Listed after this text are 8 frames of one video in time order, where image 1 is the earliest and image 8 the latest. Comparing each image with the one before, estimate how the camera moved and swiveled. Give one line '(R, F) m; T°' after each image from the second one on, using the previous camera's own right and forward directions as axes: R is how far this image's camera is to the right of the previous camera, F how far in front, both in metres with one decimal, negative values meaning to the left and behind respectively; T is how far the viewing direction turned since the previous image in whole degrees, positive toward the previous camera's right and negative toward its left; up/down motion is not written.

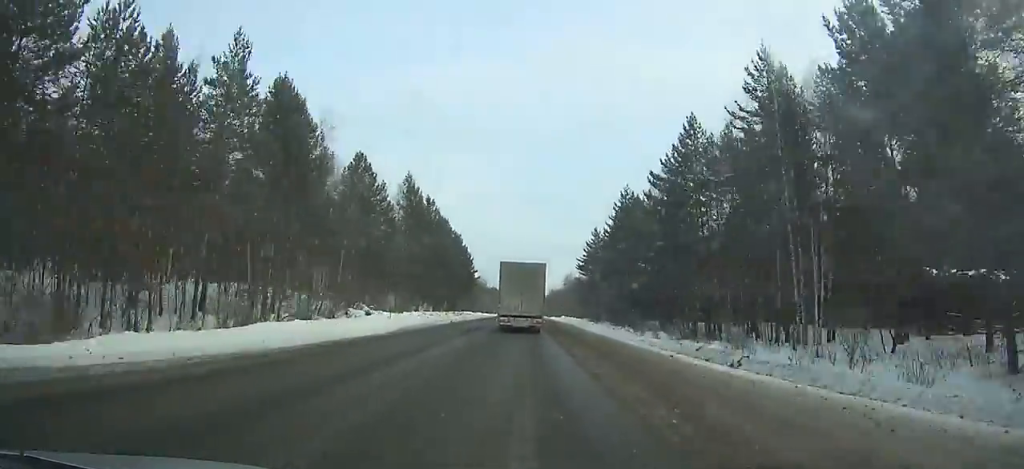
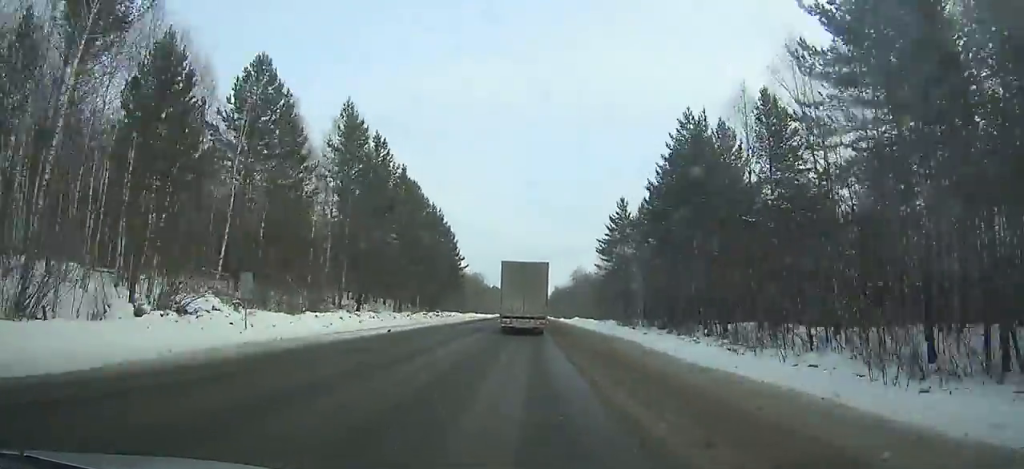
(0.0, +27.4) m; 0°
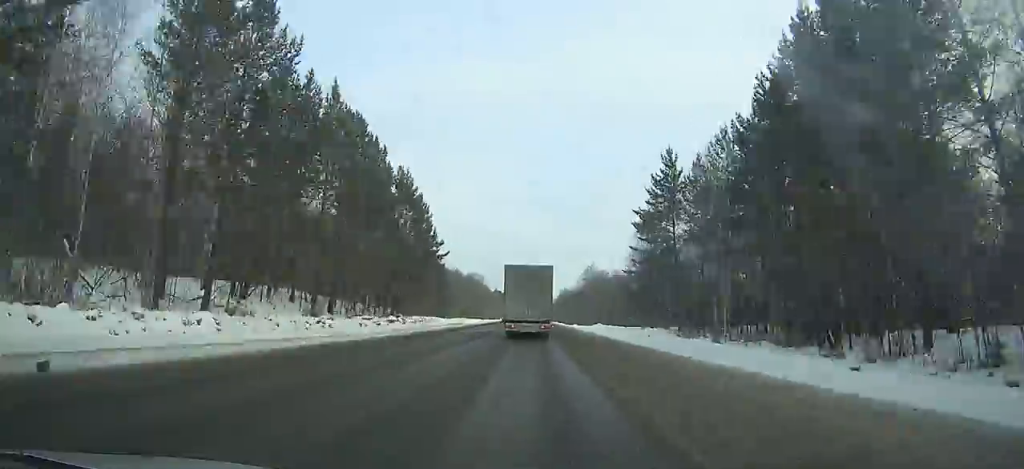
(0.0, +25.1) m; 0°
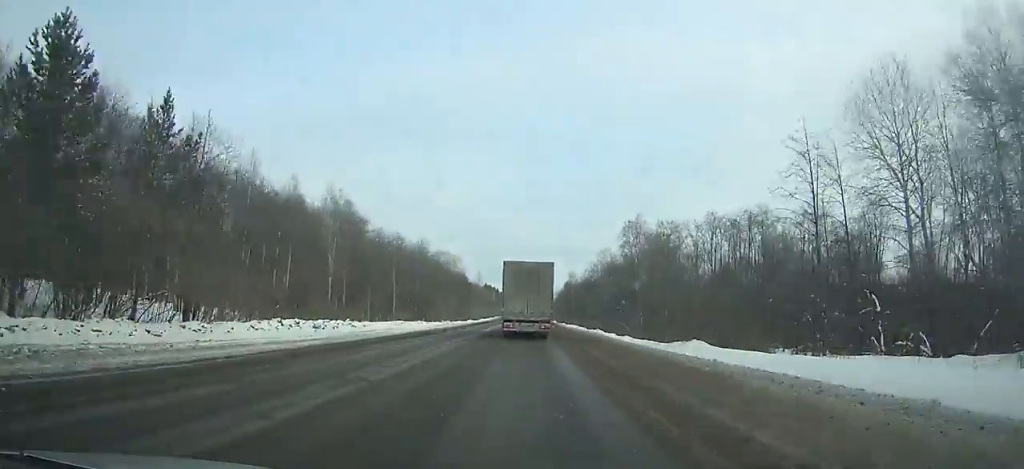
(-0.1, +70.9) m; 0°
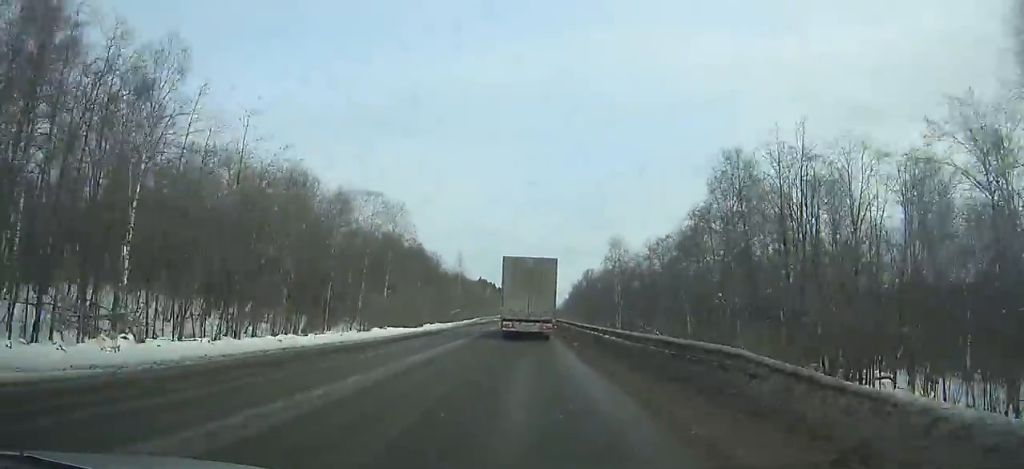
(-0.3, +73.9) m; 0°
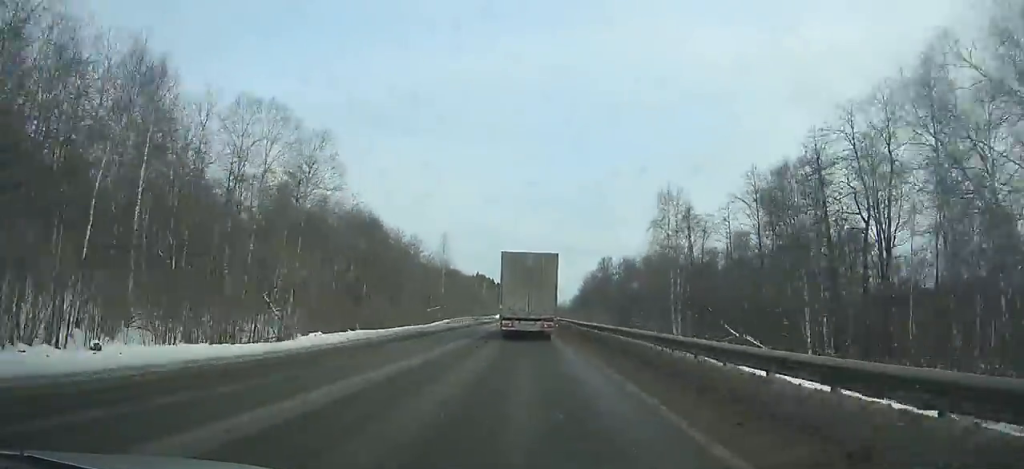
(-0.1, +32.4) m; 0°
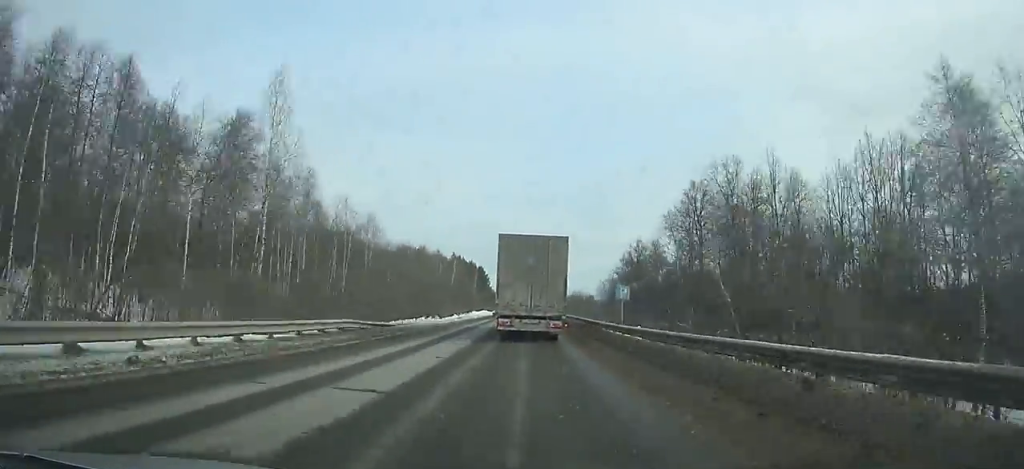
(+0.5, +80.7) m; +1°
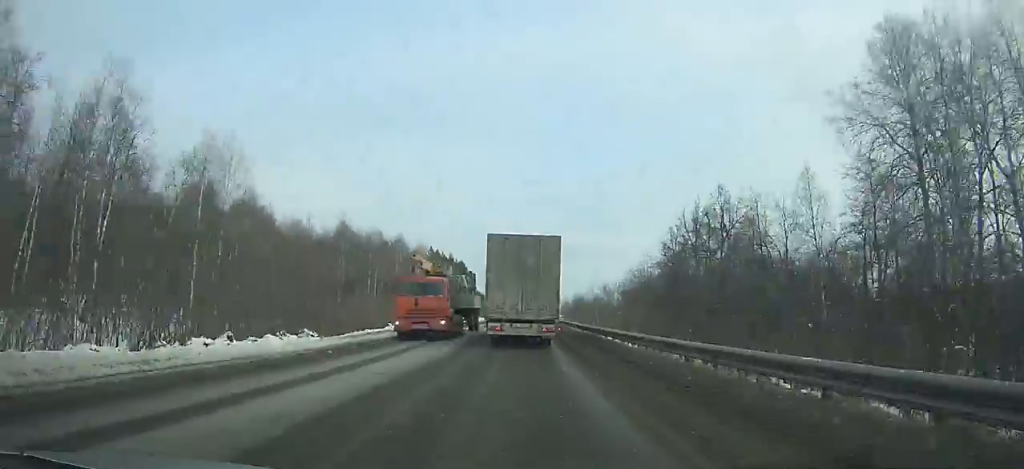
(+0.2, +38.3) m; 0°
